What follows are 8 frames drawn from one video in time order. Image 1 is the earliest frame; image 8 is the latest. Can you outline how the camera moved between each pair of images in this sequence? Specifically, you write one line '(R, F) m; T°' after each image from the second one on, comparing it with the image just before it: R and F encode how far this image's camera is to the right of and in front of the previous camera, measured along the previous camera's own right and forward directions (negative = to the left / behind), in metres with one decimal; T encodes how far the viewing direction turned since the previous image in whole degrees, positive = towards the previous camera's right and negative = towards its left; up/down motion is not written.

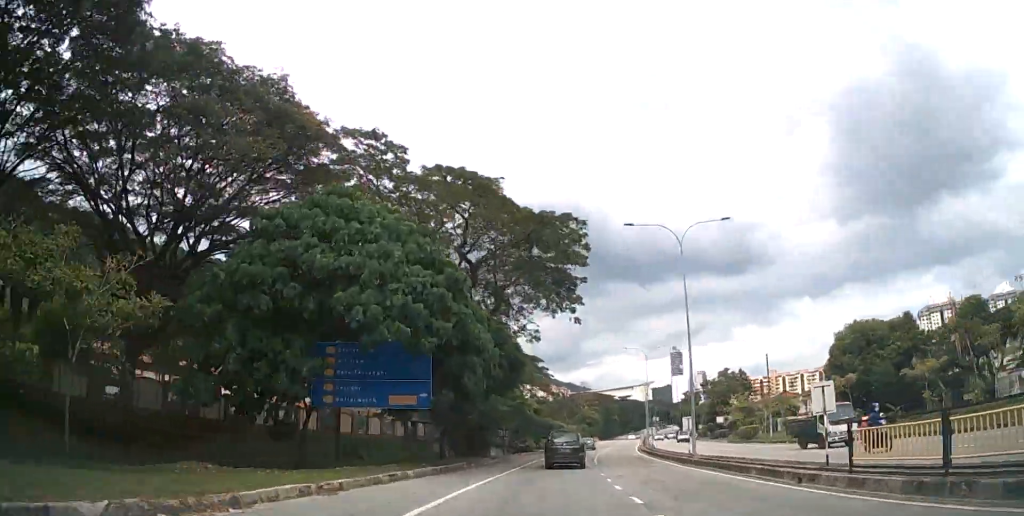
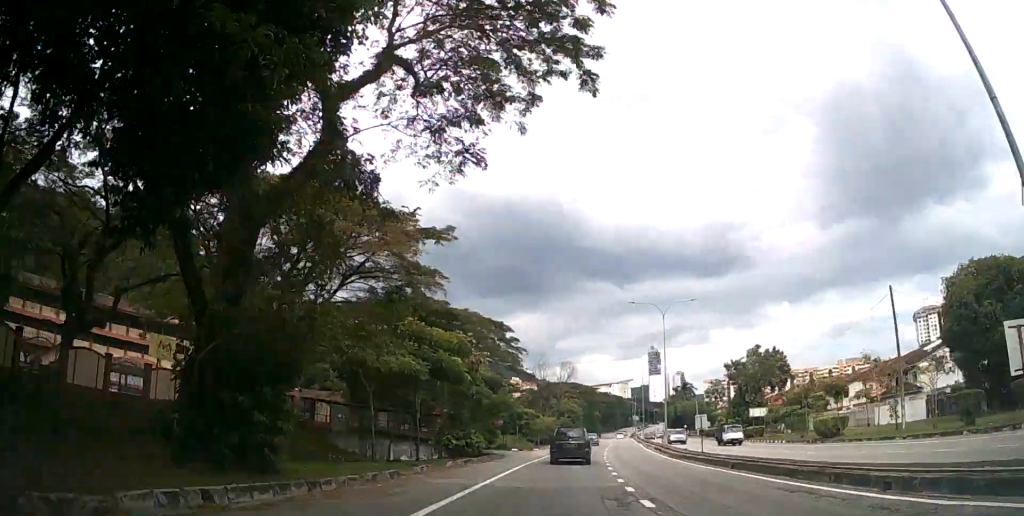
(+0.8, +23.6) m; +4°
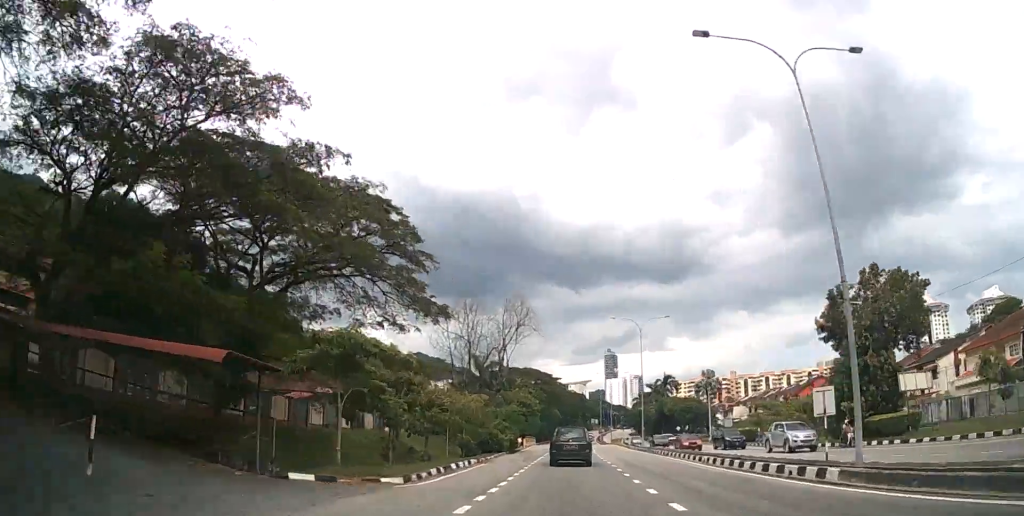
(+1.7, +35.0) m; +6°
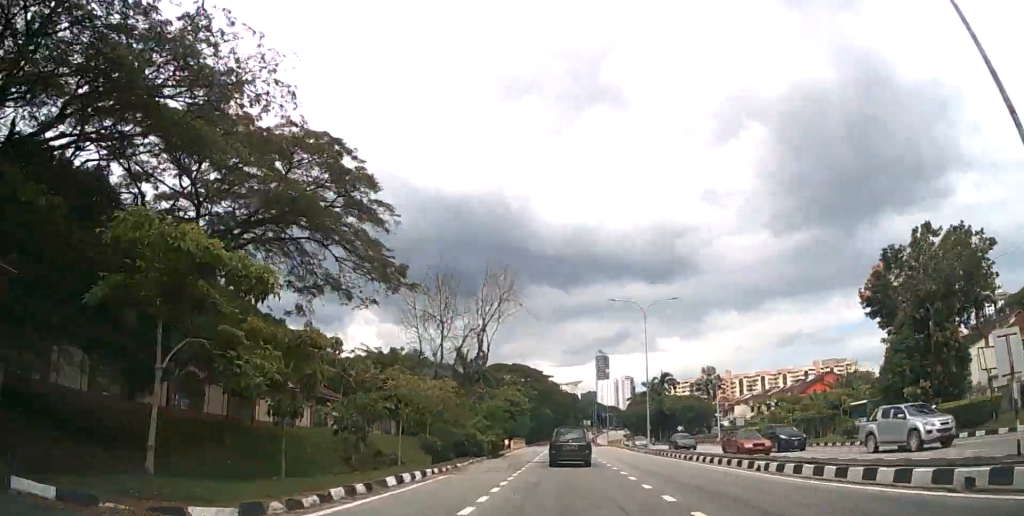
(+0.1, +7.5) m; +1°
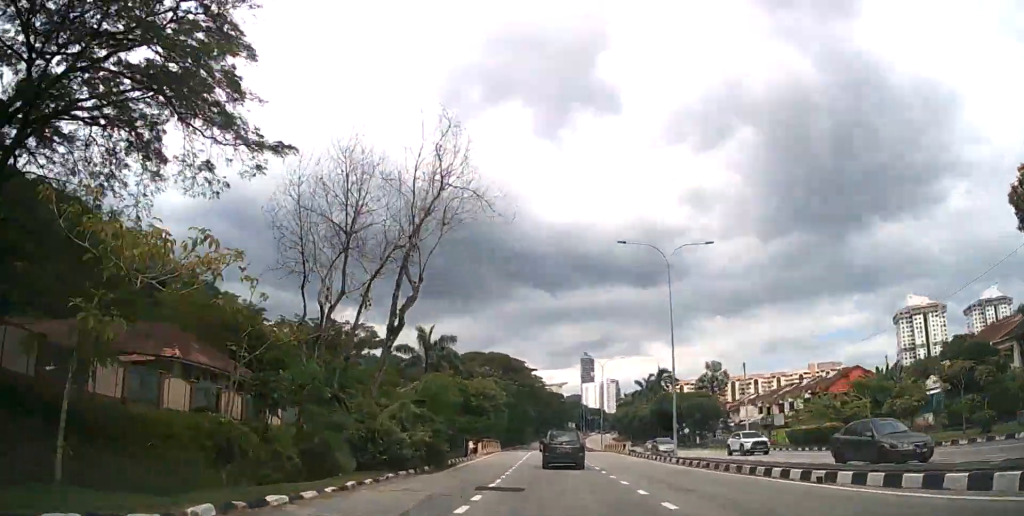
(+0.3, +14.9) m; +2°
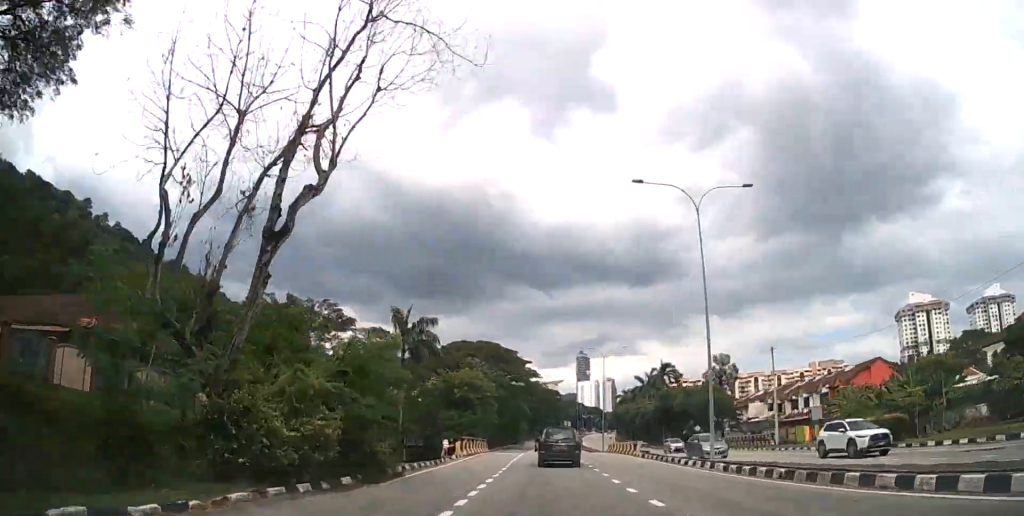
(+0.1, +8.2) m; 0°
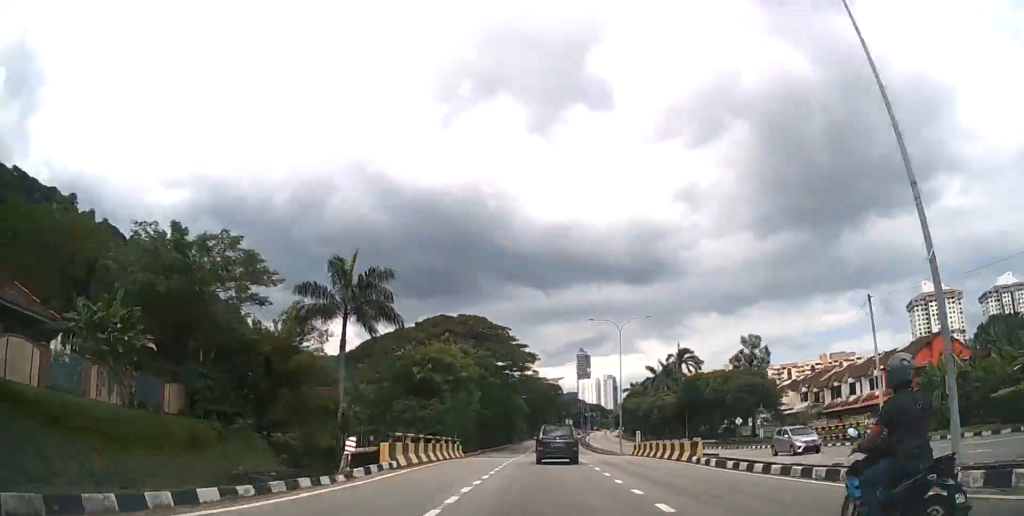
(+0.1, +15.6) m; 0°
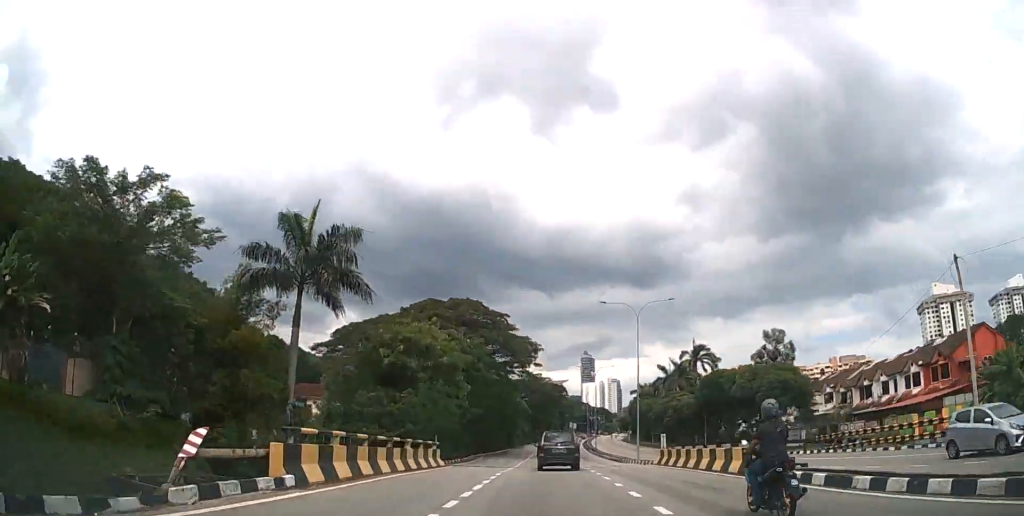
(0.0, +8.1) m; 0°
